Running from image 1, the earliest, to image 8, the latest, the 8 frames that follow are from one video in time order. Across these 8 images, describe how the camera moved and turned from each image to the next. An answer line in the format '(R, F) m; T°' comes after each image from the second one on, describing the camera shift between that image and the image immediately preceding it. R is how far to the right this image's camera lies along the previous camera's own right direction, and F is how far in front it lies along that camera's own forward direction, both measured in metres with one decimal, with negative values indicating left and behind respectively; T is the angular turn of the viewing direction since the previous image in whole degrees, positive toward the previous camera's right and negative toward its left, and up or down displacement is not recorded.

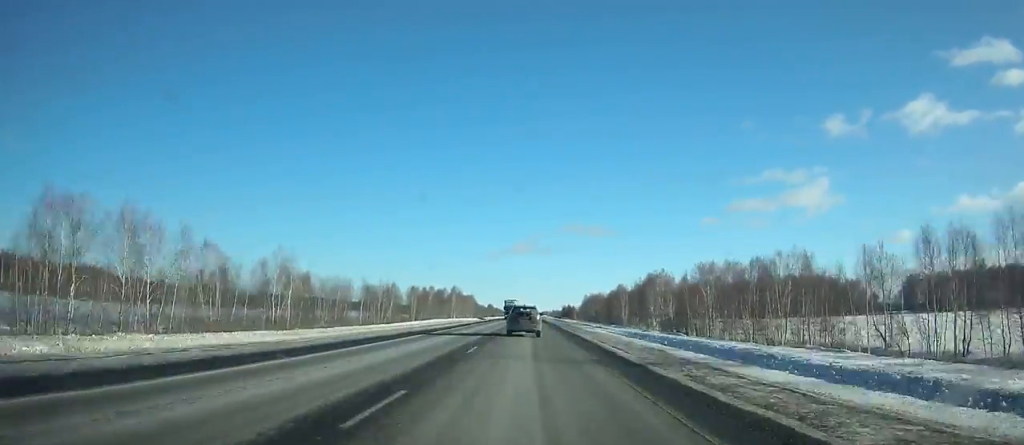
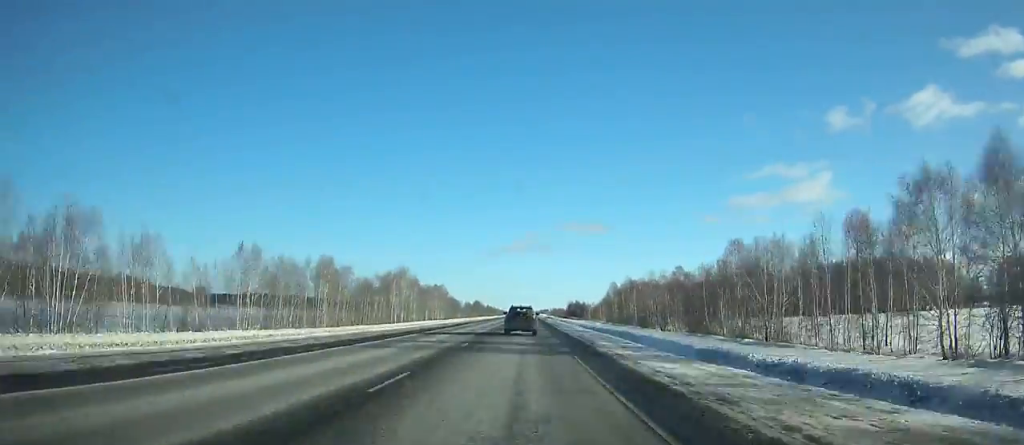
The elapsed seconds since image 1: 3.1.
(-0.1, +92.4) m; 0°
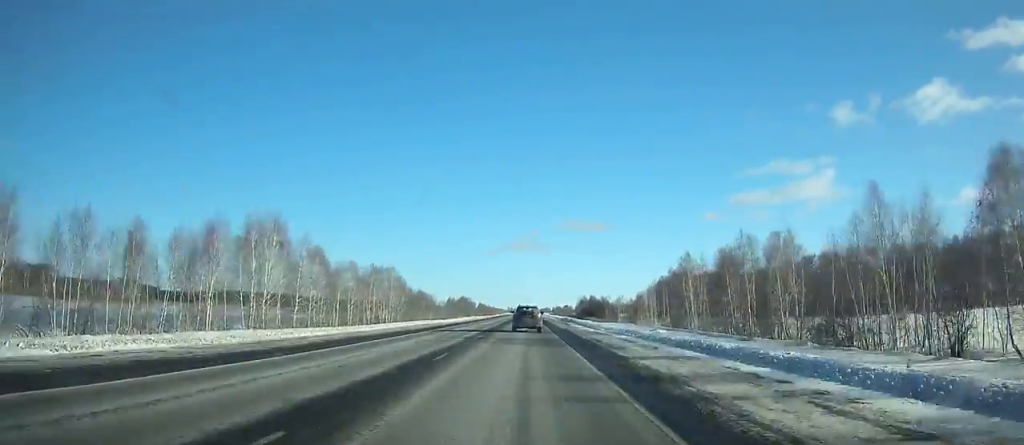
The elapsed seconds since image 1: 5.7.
(0.0, +78.4) m; 0°
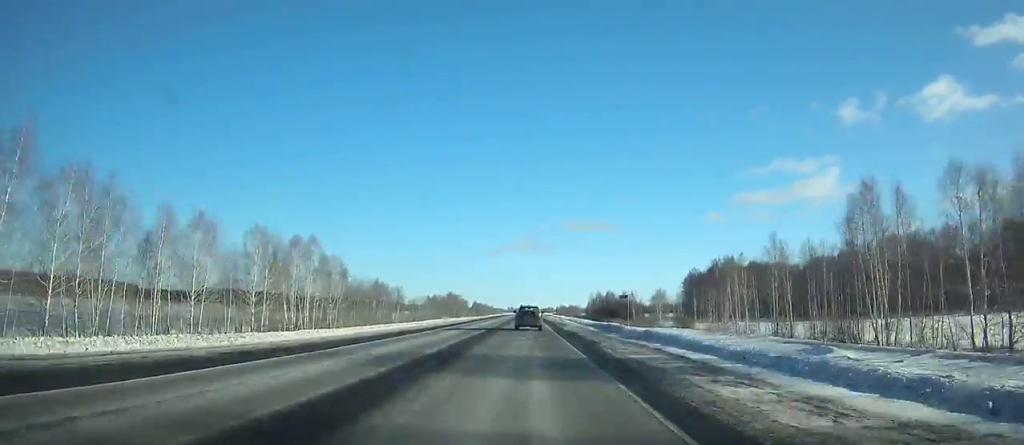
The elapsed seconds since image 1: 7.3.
(0.0, +49.0) m; 0°
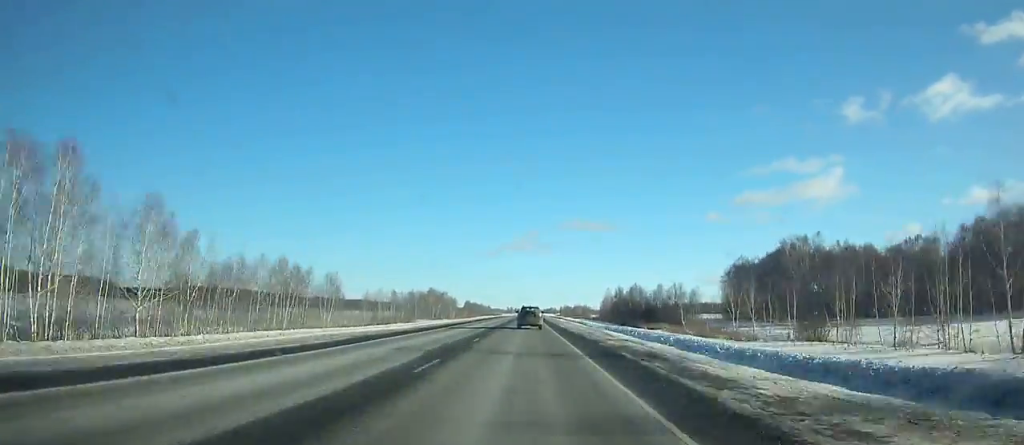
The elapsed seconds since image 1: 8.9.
(+0.1, +49.1) m; 0°
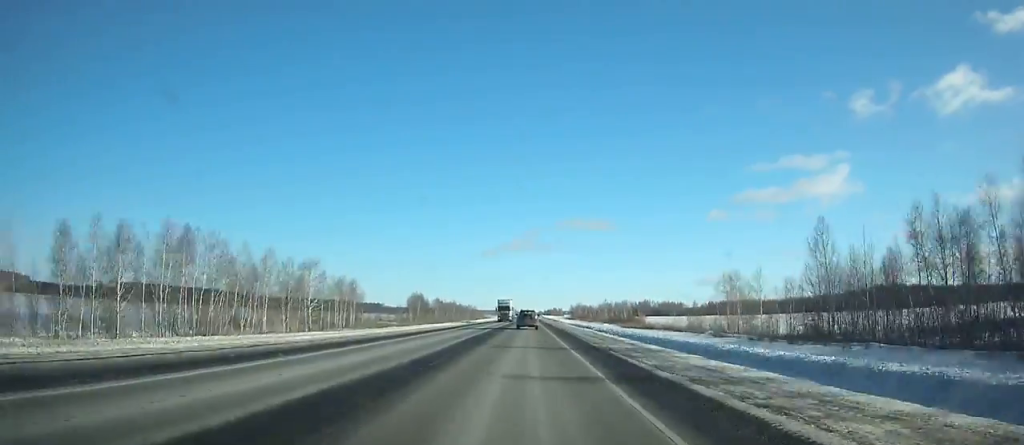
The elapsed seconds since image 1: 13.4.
(-0.1, +140.8) m; 0°
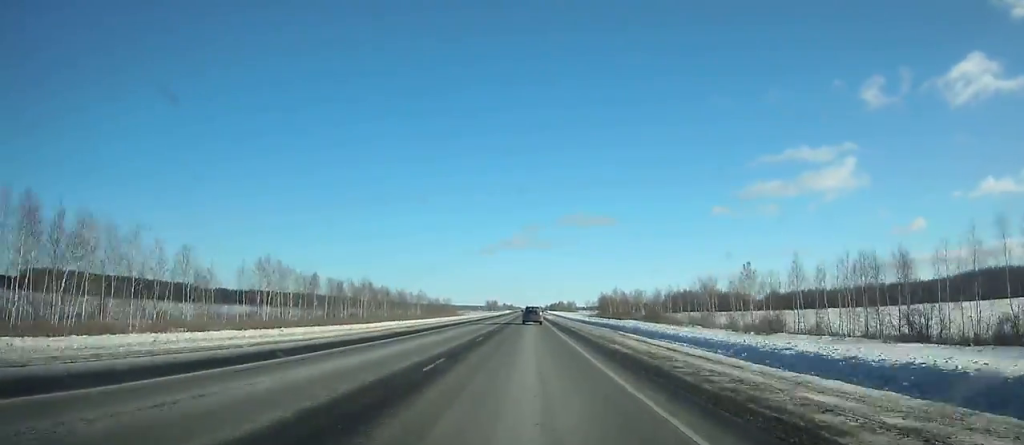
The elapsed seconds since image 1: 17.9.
(-0.1, +143.8) m; 0°
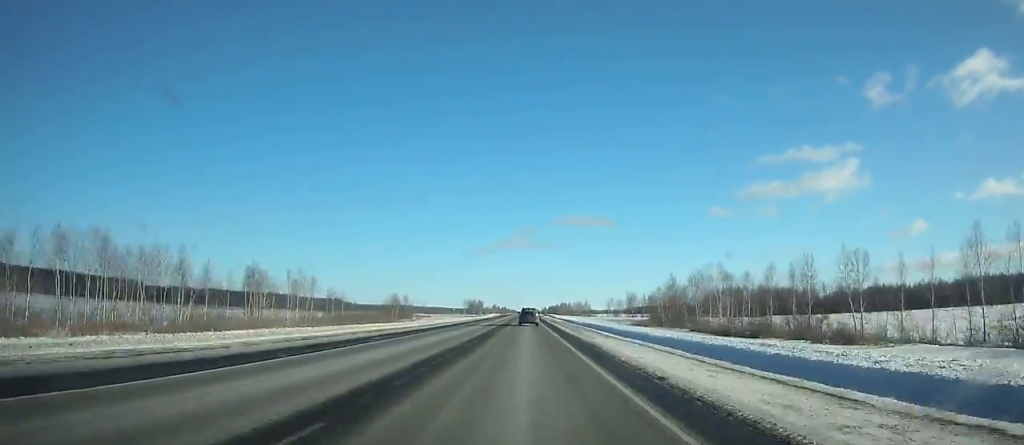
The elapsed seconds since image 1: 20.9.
(+0.2, +97.3) m; 0°
